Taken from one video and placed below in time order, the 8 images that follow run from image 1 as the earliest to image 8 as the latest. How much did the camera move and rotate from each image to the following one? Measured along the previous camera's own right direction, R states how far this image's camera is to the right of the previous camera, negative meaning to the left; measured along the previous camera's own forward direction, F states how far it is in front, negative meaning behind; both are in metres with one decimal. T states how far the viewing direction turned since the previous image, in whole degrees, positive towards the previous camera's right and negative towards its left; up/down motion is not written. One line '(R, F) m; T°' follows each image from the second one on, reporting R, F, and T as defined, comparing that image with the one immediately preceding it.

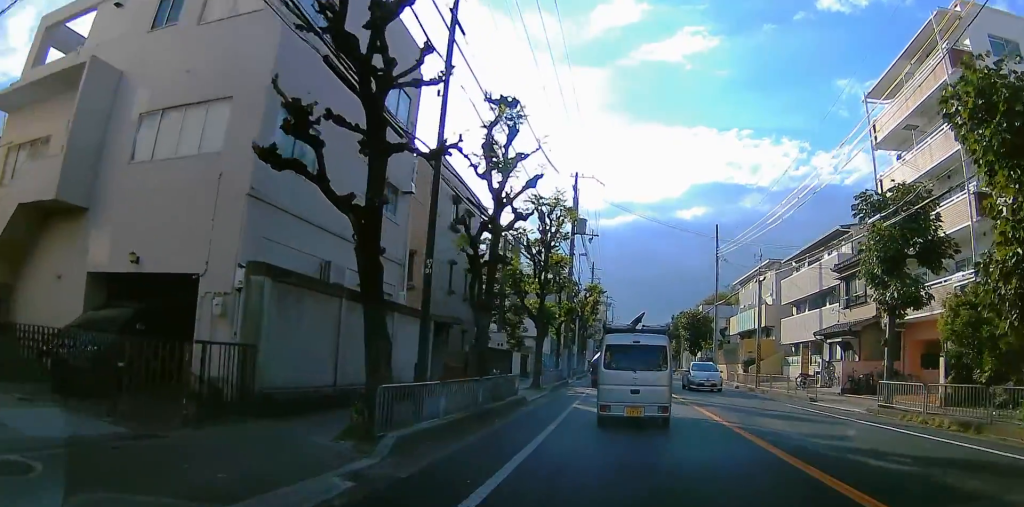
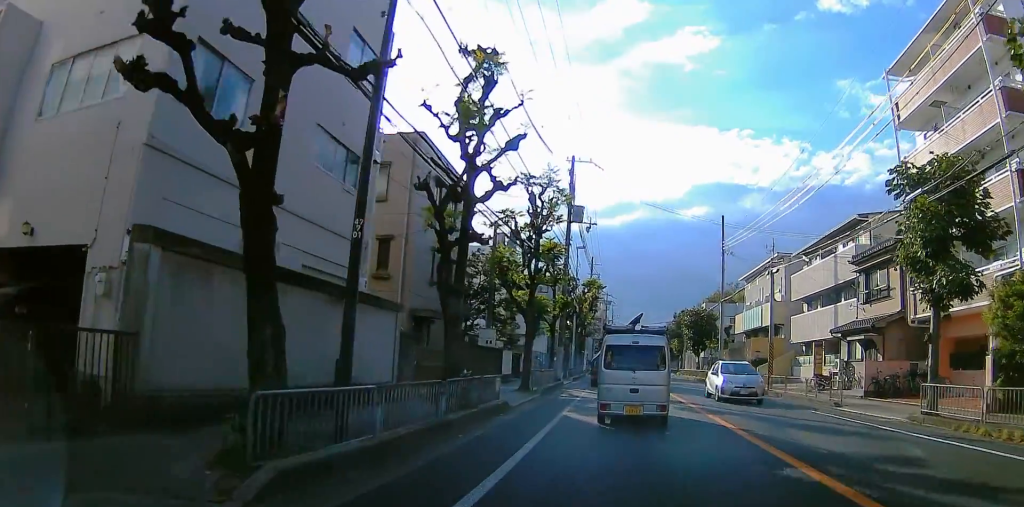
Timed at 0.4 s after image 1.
(0.0, +2.9) m; 0°
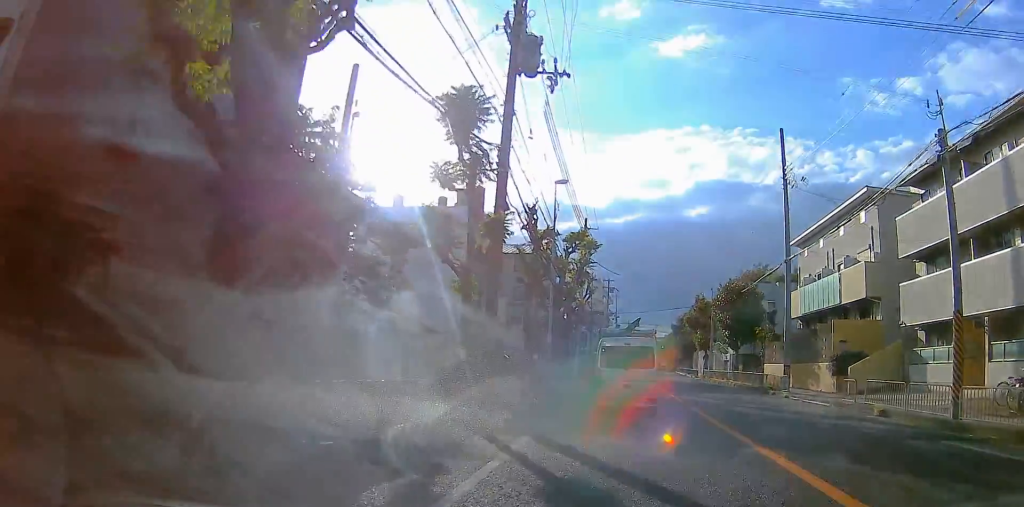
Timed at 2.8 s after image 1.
(0.0, +17.9) m; 0°
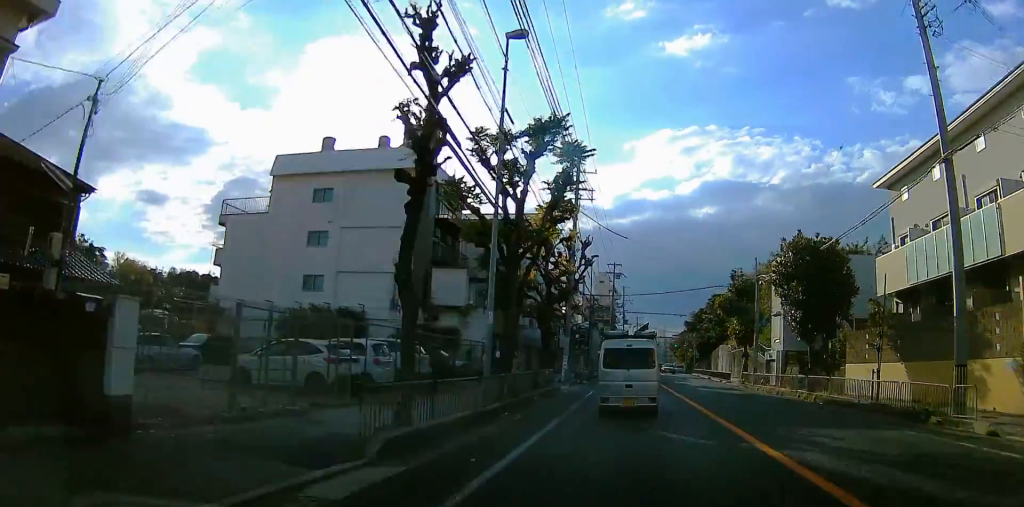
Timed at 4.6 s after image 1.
(0.0, +15.0) m; 0°
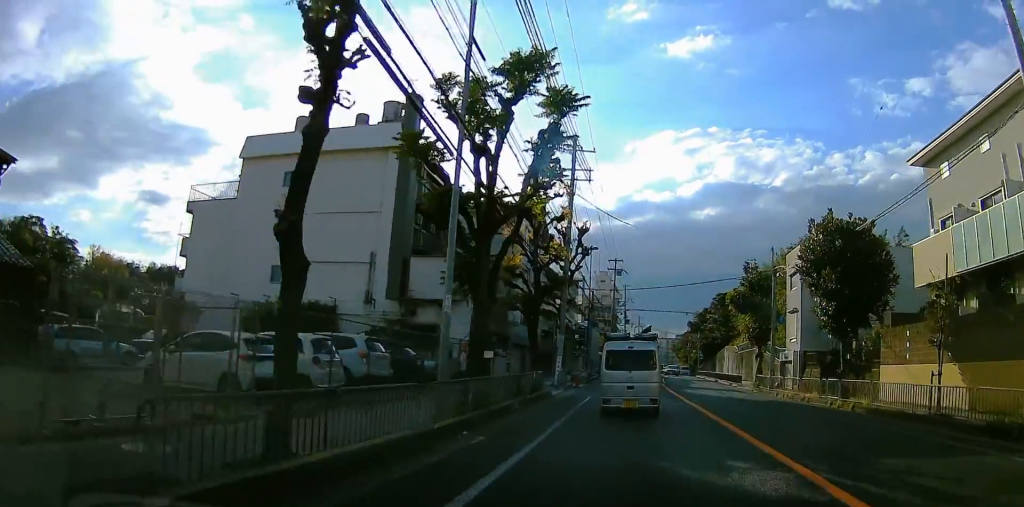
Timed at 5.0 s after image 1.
(0.0, +4.0) m; 0°
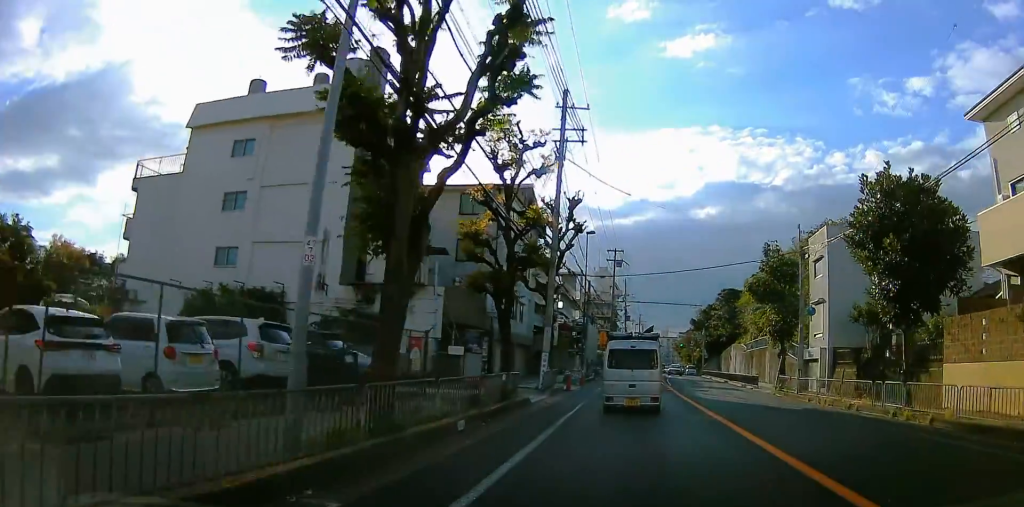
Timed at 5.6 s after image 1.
(0.0, +5.4) m; 0°
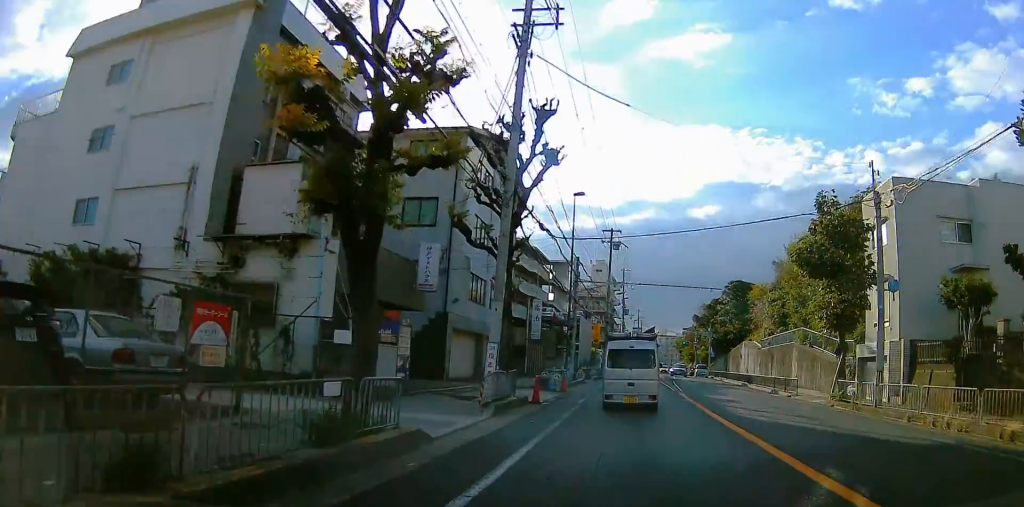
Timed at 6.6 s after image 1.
(0.0, +9.5) m; 0°
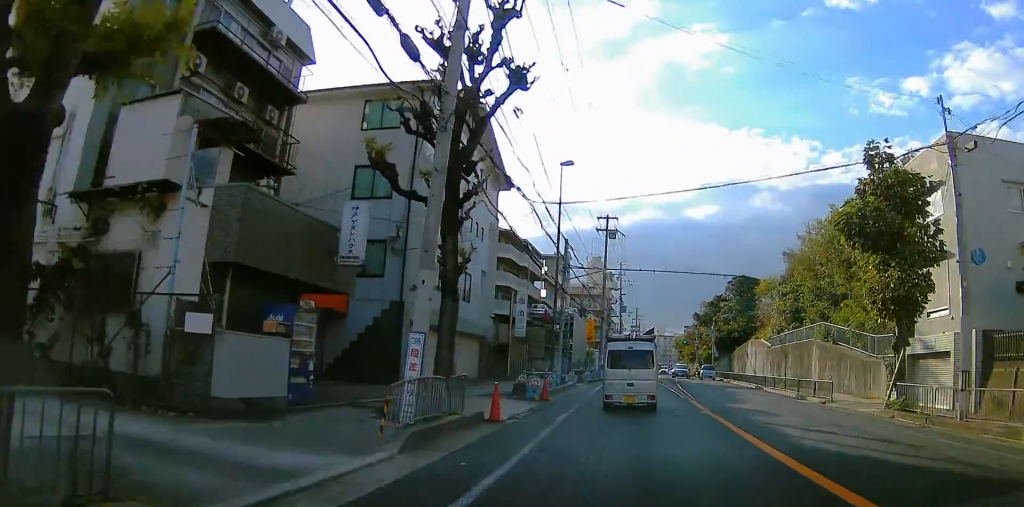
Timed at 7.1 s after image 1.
(0.0, +5.4) m; 0°
